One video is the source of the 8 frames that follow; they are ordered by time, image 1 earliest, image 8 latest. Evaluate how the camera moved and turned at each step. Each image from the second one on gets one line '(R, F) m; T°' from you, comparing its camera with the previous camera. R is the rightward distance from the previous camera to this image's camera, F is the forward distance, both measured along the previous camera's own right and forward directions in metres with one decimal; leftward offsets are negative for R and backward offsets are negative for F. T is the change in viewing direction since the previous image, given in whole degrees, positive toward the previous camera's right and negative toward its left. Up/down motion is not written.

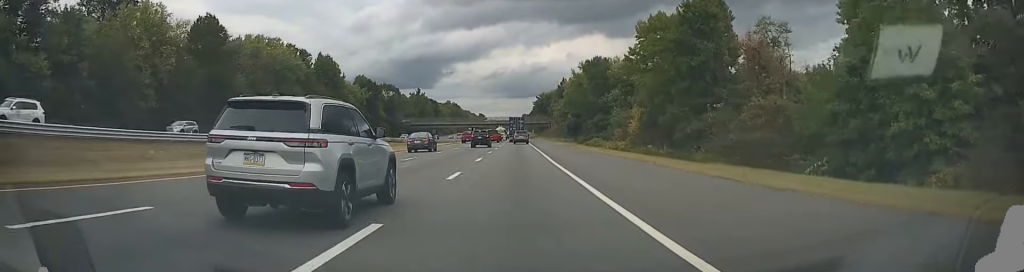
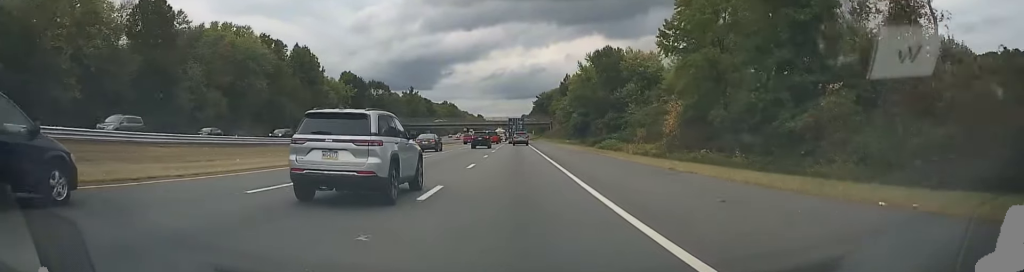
(-0.2, +16.3) m; 0°
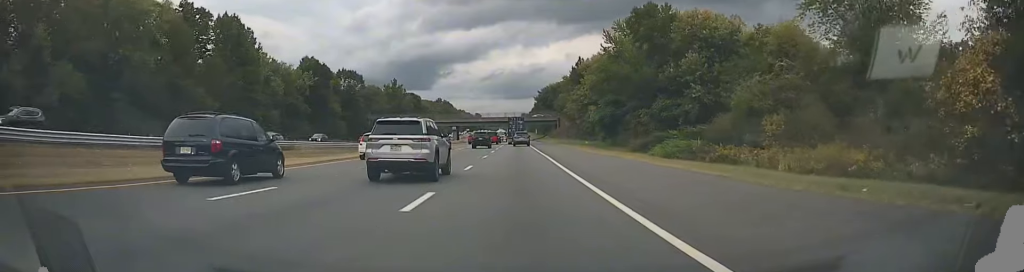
(+0.7, +38.4) m; +1°
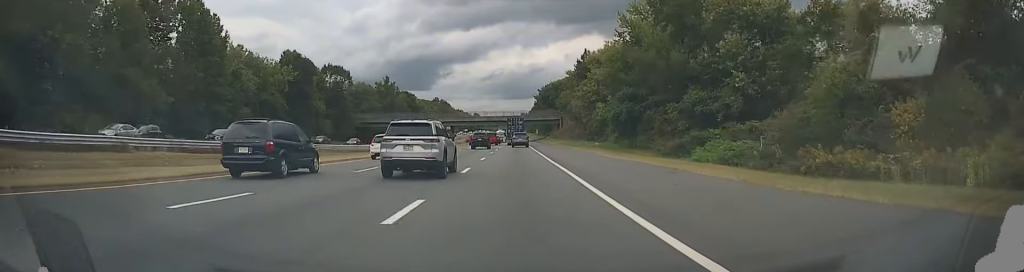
(0.0, +13.8) m; 0°
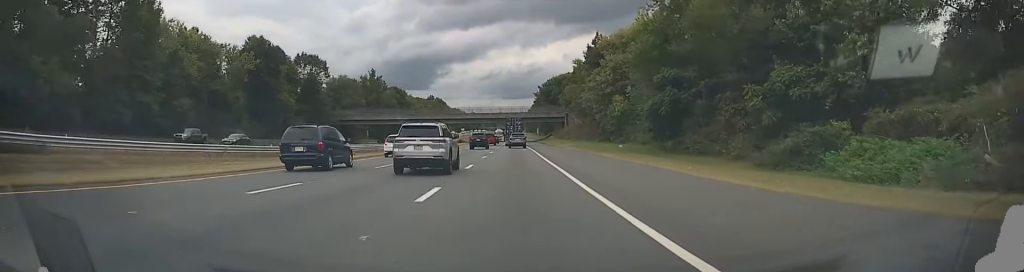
(0.0, +21.1) m; 0°
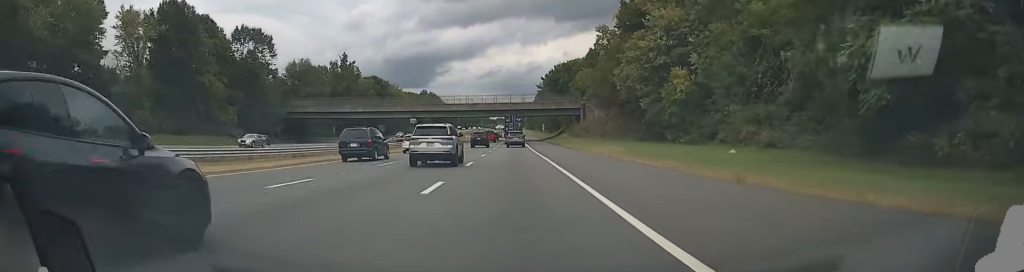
(0.0, +37.8) m; 0°
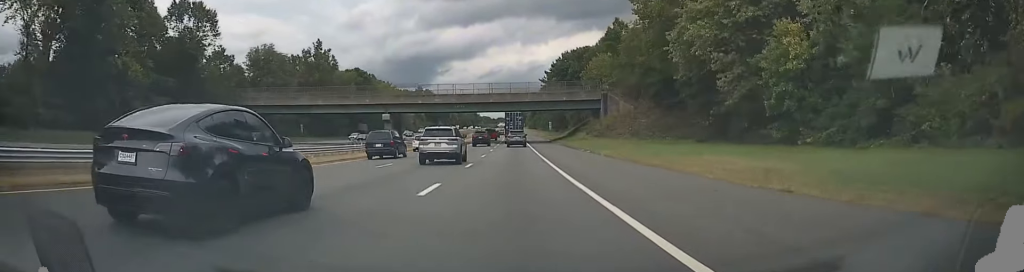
(+0.1, +27.8) m; 0°
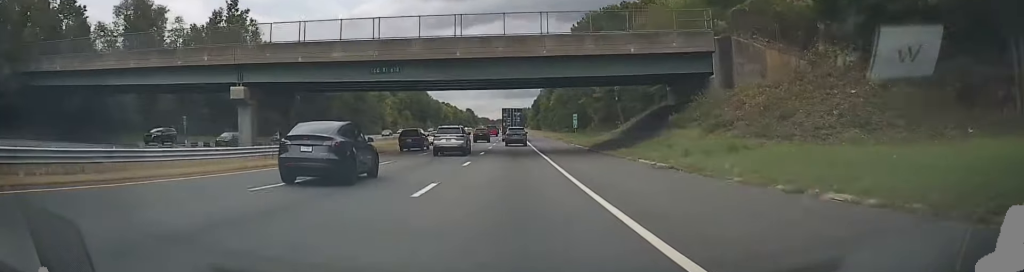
(-0.2, +48.8) m; -1°
